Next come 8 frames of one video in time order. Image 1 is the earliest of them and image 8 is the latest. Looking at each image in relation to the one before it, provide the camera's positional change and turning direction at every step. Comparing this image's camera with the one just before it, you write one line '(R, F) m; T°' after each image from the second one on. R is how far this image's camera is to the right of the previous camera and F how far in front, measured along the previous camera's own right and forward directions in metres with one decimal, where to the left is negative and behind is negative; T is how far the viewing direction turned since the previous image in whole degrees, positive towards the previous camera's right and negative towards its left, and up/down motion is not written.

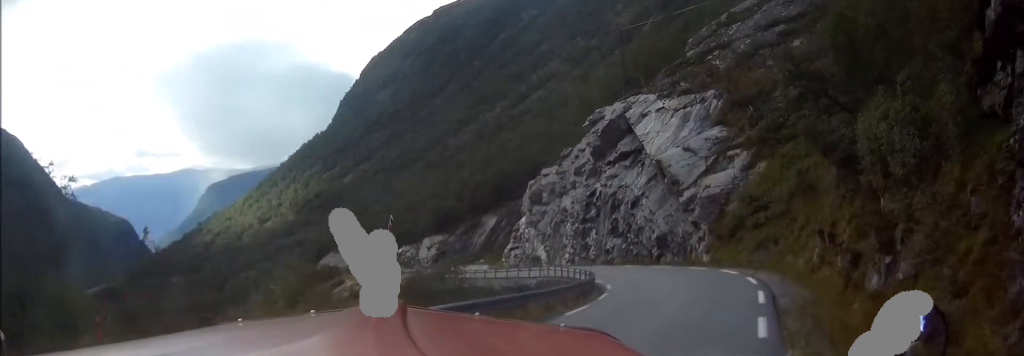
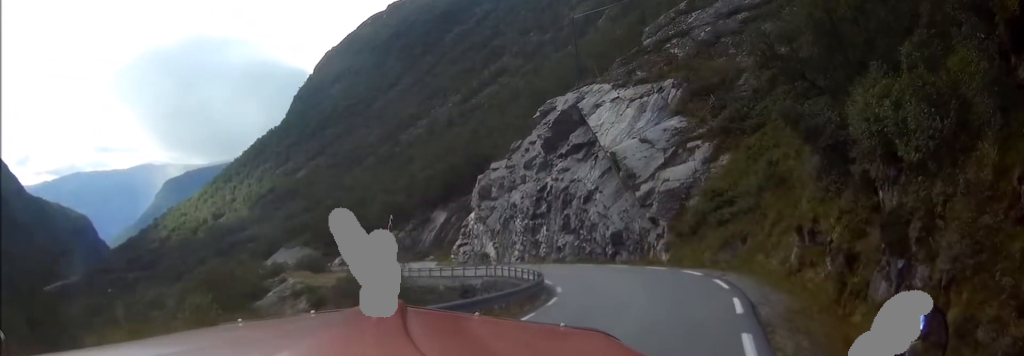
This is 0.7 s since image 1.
(0.0, +3.4) m; +1°
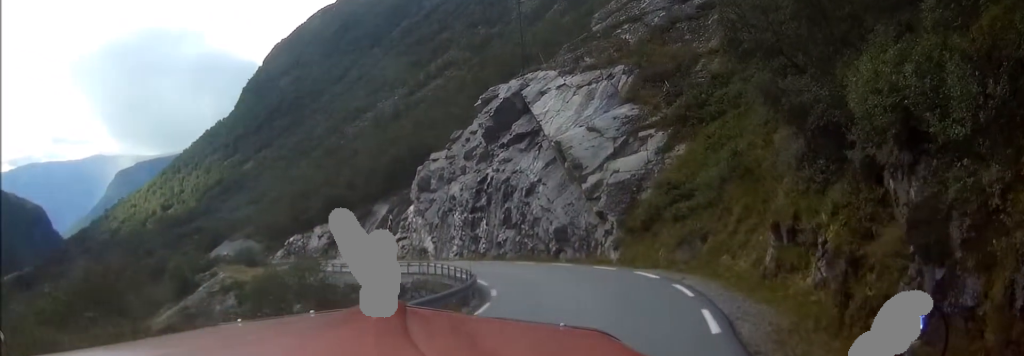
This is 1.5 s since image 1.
(+0.1, +4.0) m; +3°
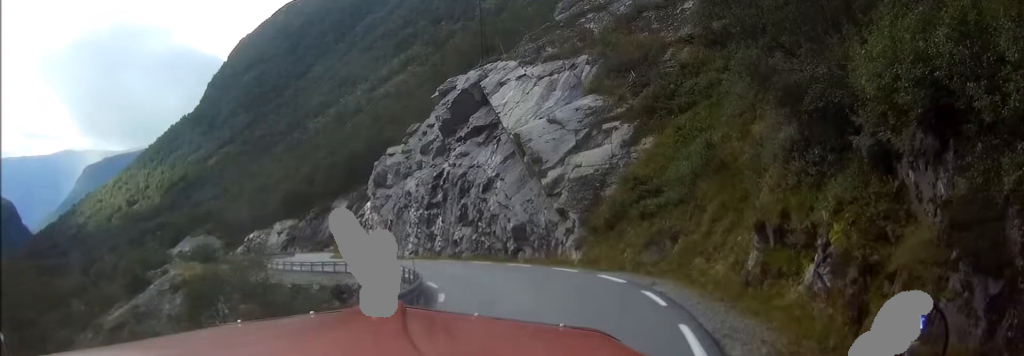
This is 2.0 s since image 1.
(0.0, +2.8) m; +2°
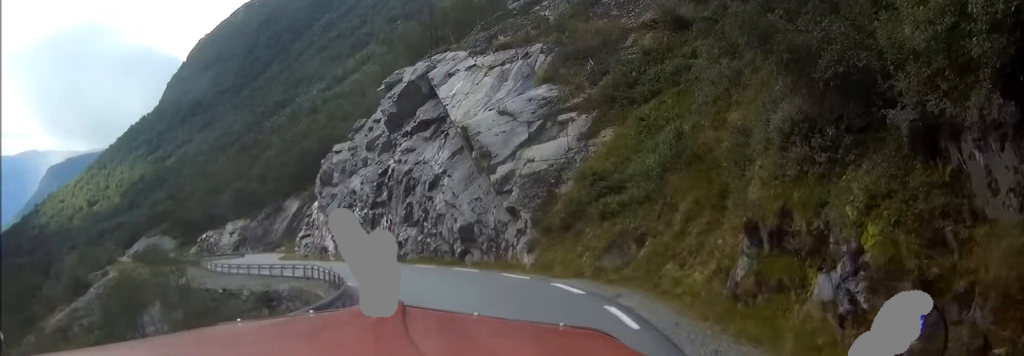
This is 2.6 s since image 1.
(+0.1, +3.9) m; +3°
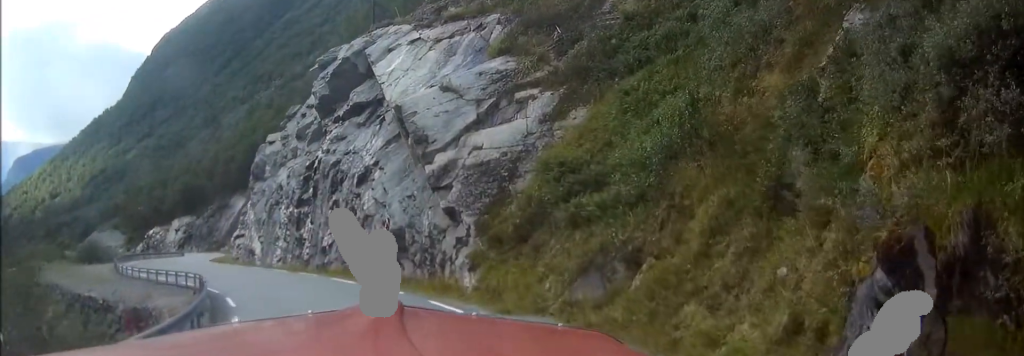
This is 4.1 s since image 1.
(+0.5, +9.3) m; +3°
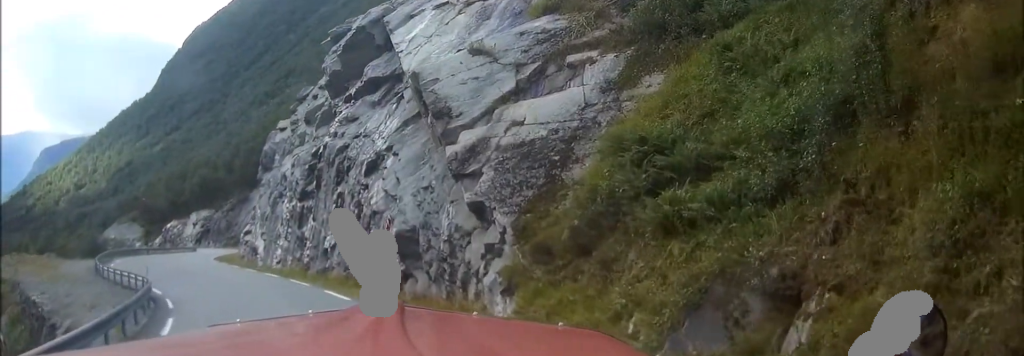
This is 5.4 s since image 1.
(-0.6, +8.1) m; -13°
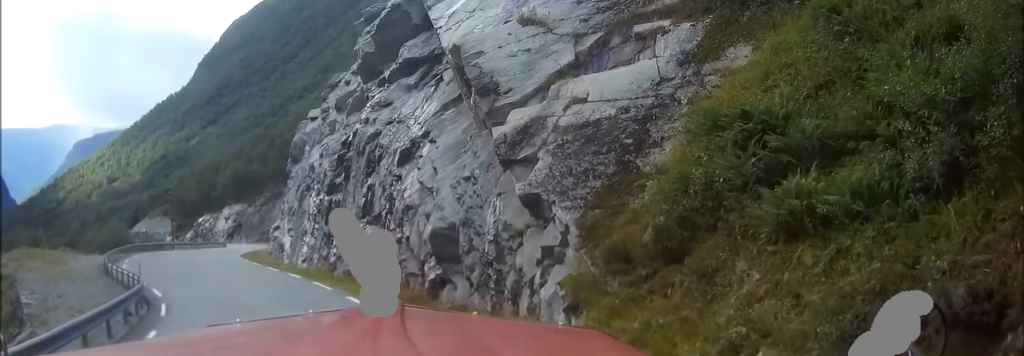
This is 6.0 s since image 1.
(-0.5, +3.8) m; -6°
